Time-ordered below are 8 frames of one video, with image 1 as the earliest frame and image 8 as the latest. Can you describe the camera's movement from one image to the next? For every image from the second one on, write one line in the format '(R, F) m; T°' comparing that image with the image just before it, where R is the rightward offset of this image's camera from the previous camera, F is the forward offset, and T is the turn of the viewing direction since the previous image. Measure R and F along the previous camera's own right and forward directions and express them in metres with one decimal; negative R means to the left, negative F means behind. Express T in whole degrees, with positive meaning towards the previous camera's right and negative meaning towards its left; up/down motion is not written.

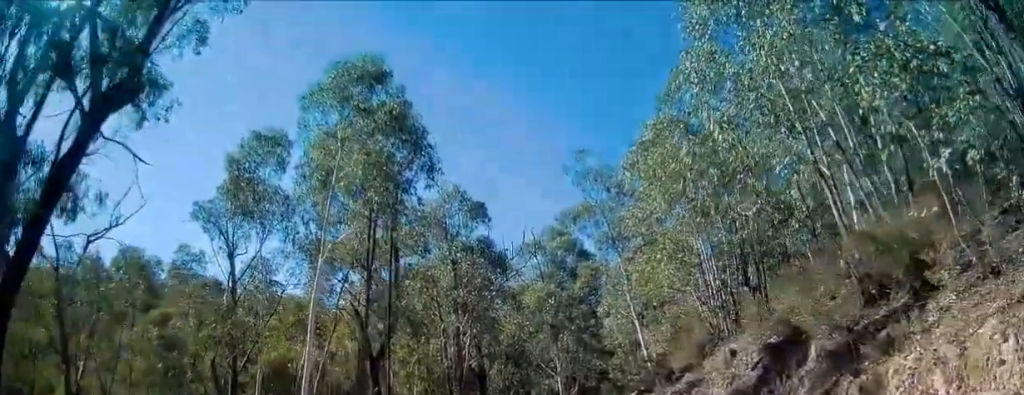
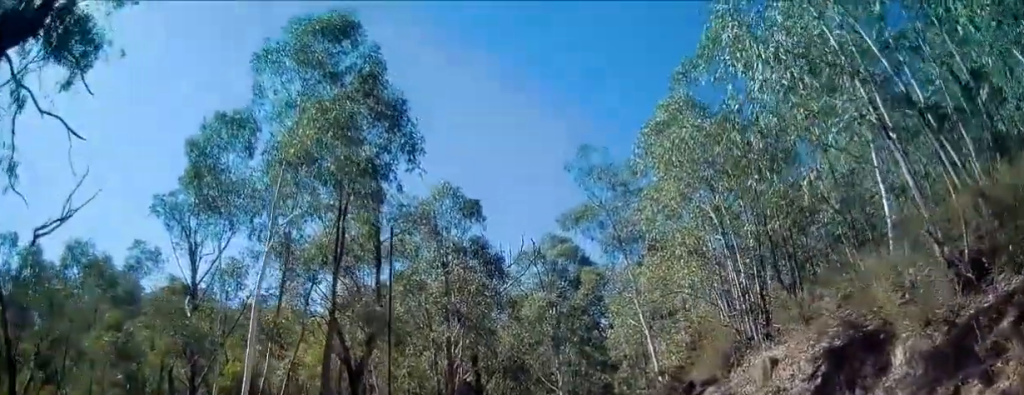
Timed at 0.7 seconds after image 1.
(+0.2, +2.3) m; +3°
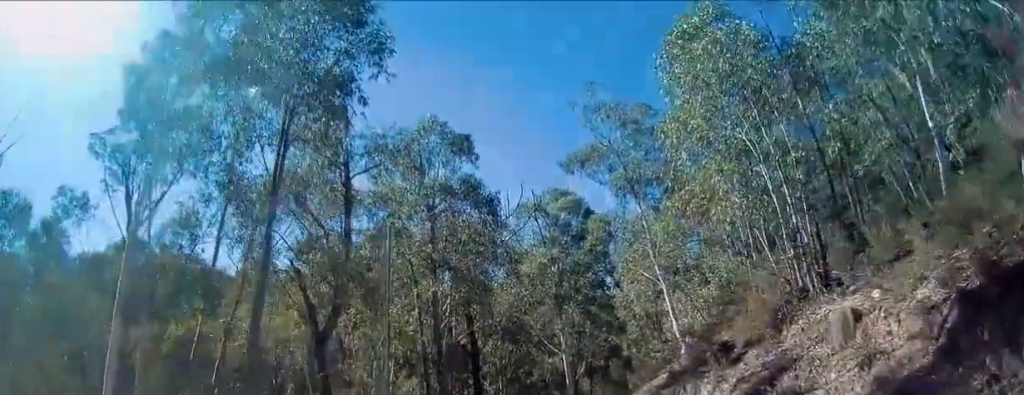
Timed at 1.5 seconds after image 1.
(+0.1, +3.1) m; -1°
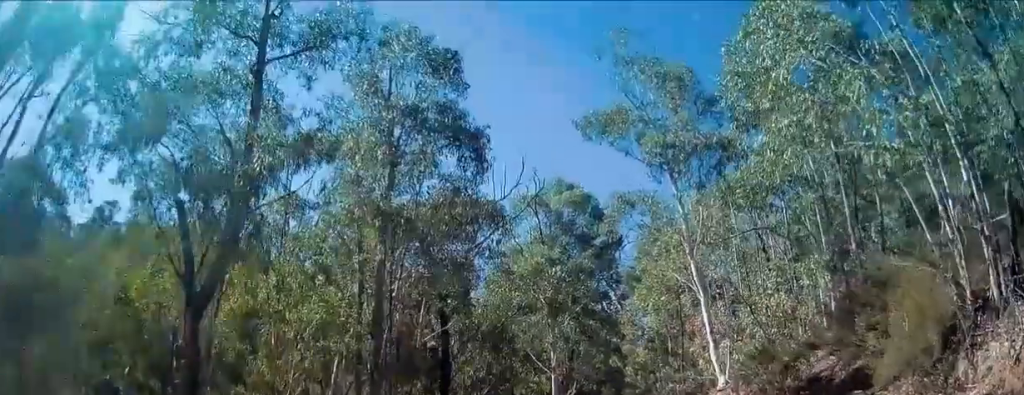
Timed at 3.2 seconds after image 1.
(-0.5, +5.6) m; -8°
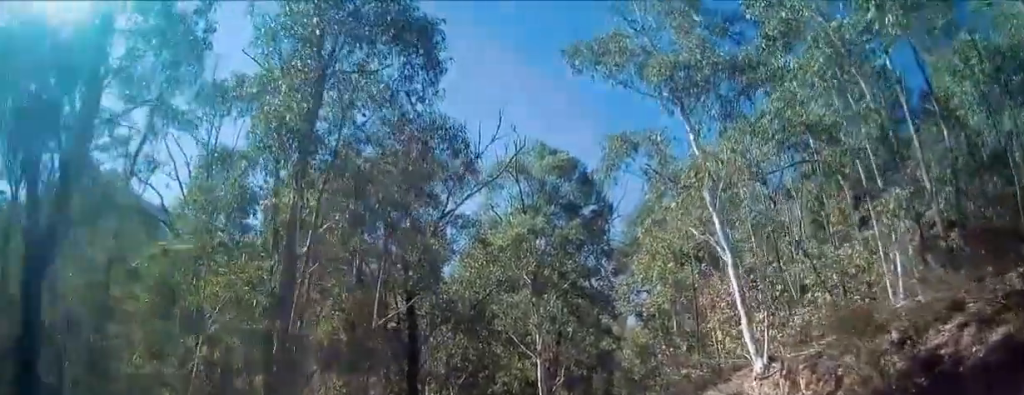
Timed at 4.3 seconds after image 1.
(+0.1, +3.6) m; +5°
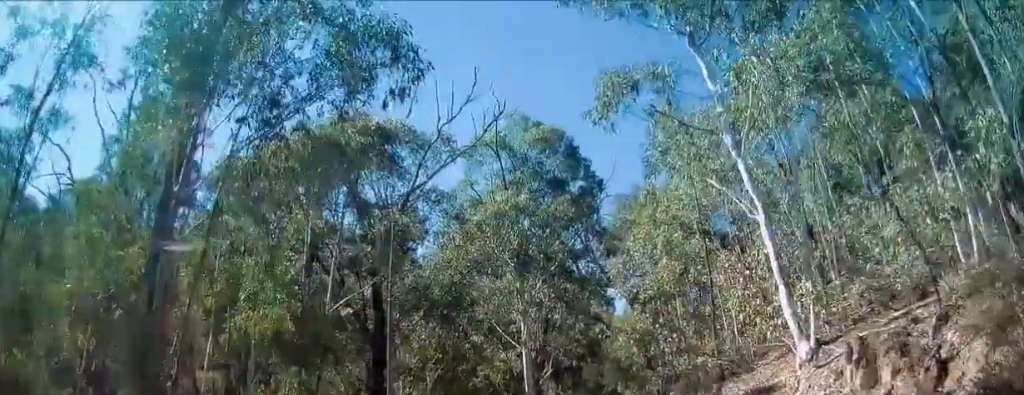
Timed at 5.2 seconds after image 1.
(+0.1, +2.5) m; +3°
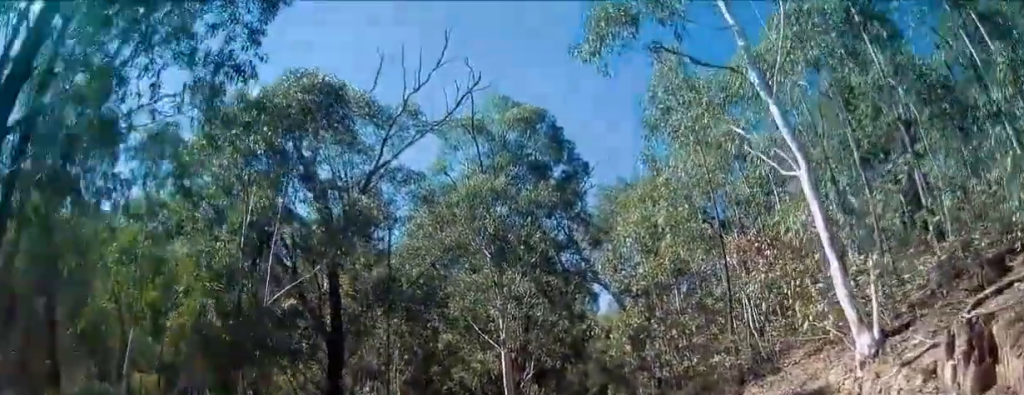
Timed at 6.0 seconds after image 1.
(0.0, +2.5) m; 0°
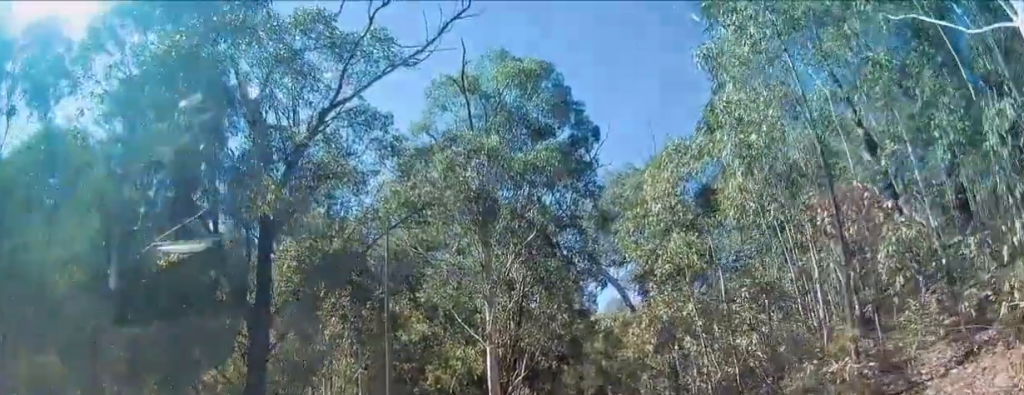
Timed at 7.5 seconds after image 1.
(+0.2, +4.5) m; +2°
